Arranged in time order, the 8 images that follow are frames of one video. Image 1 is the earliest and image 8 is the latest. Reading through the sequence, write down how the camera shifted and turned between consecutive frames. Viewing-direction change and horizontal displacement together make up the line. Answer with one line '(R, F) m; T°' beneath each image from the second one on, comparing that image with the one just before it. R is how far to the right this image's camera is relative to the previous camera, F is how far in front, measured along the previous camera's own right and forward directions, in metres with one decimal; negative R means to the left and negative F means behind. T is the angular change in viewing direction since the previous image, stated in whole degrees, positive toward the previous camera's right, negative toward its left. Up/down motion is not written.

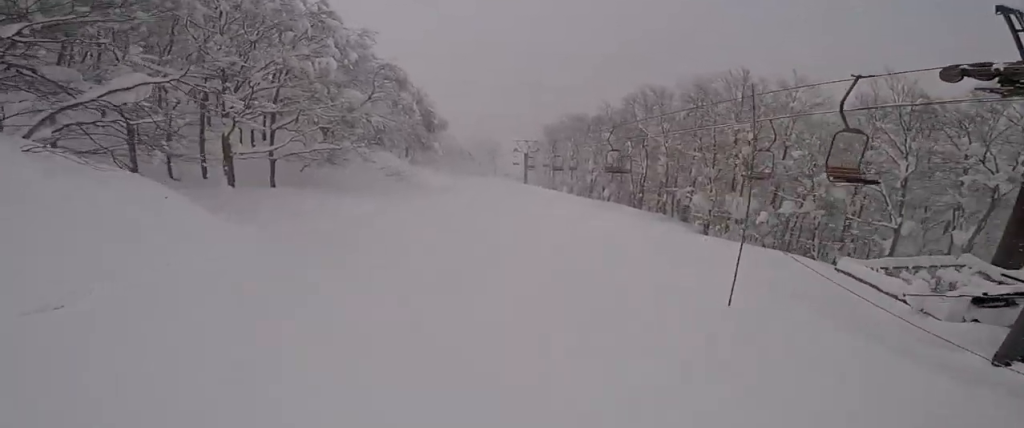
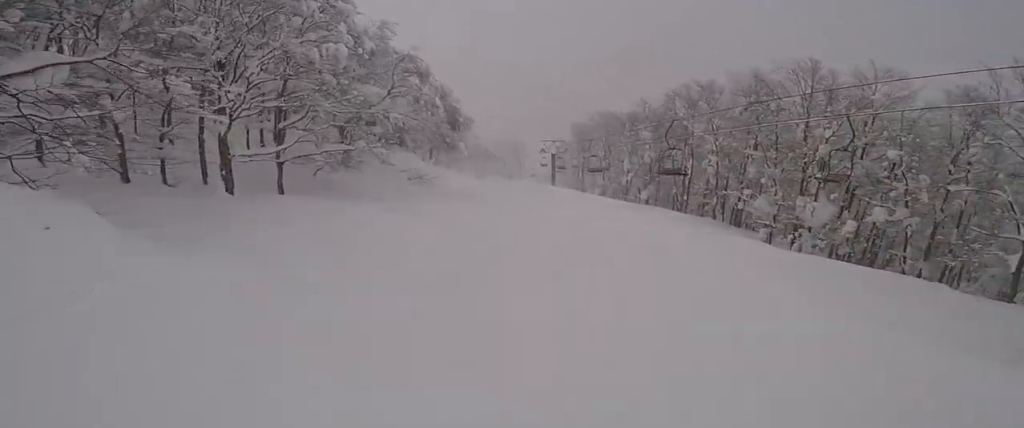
(-0.3, +2.7) m; 0°
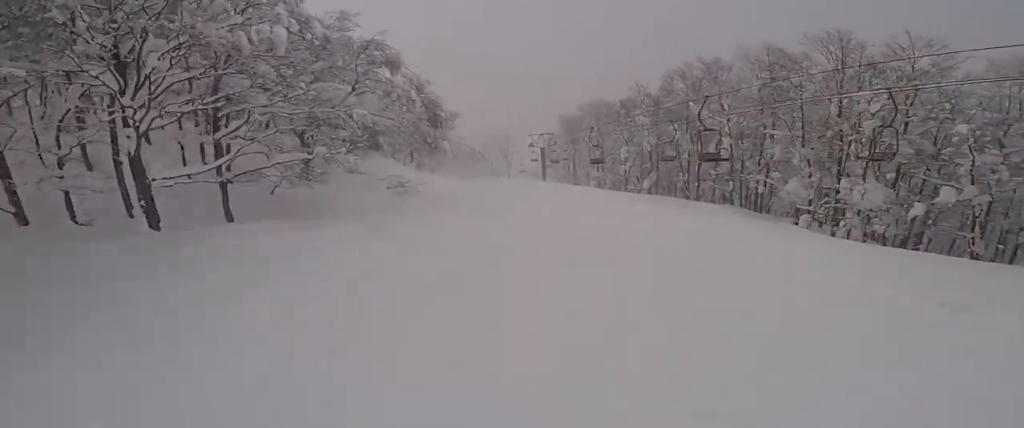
(-0.5, +3.1) m; 0°
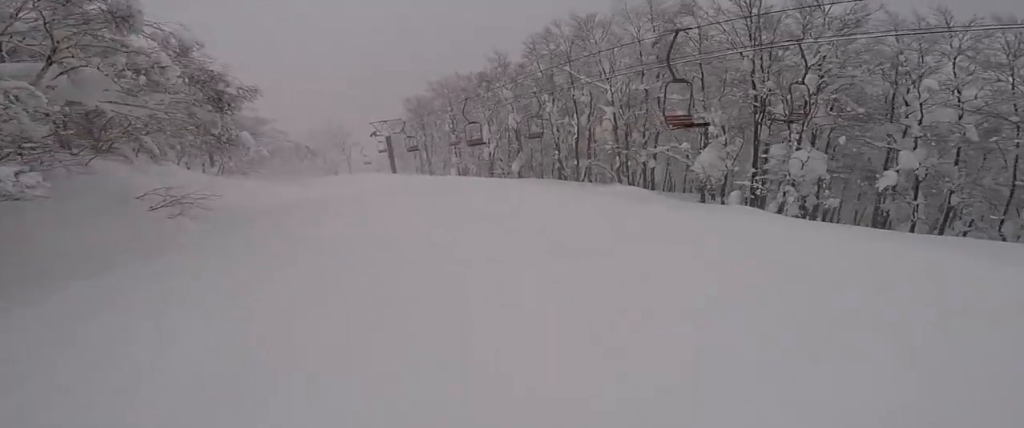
(+0.7, +5.8) m; 0°
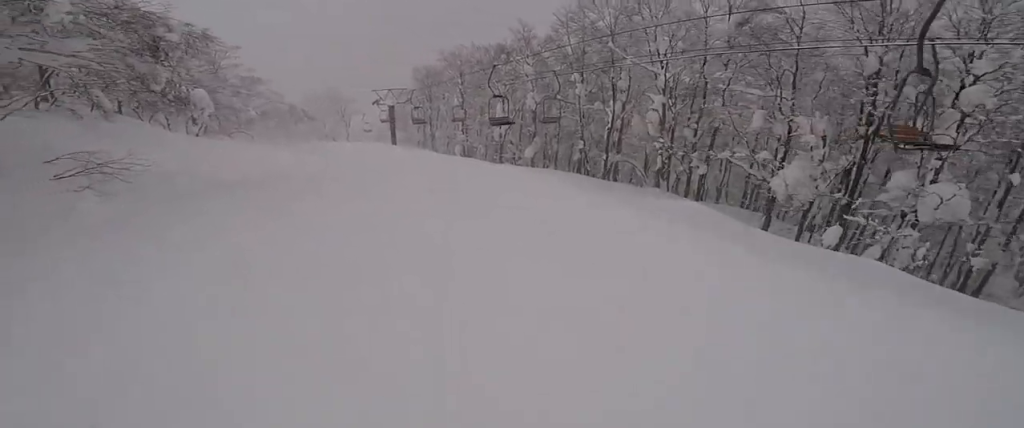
(-0.3, +4.1) m; -5°
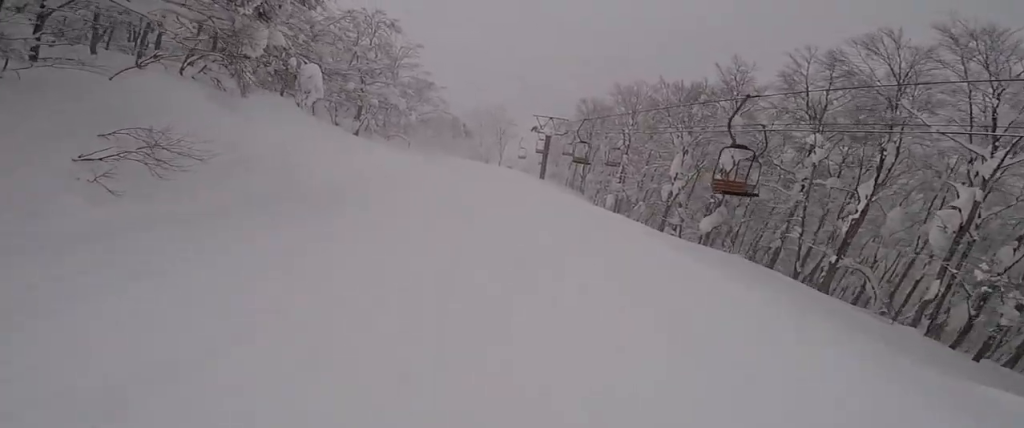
(-0.6, +5.8) m; -2°
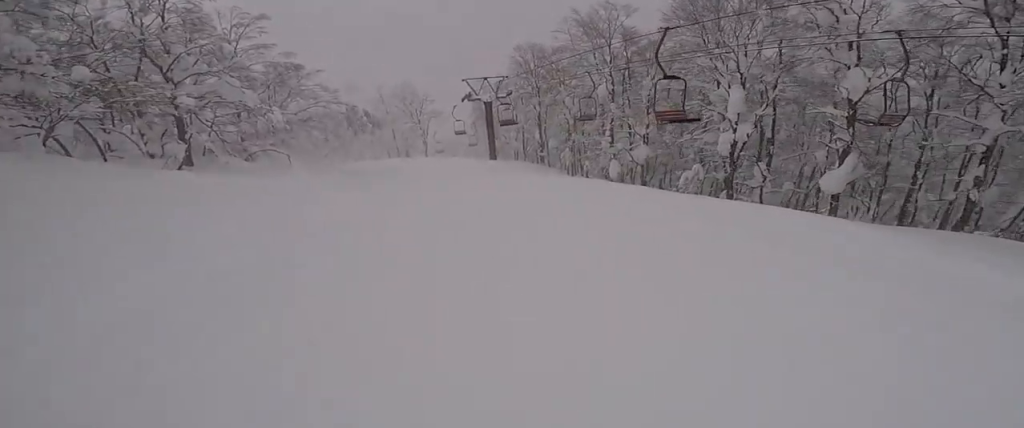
(+1.4, +12.6) m; +7°
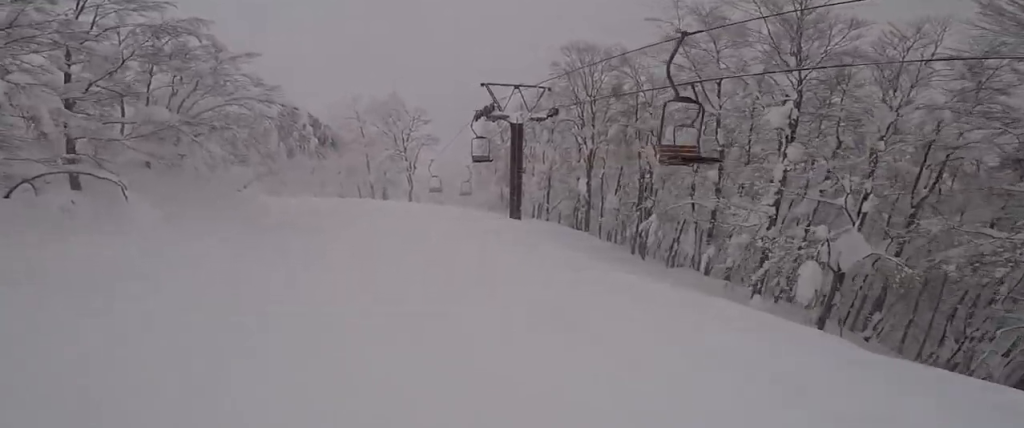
(-0.1, +13.4) m; -4°
